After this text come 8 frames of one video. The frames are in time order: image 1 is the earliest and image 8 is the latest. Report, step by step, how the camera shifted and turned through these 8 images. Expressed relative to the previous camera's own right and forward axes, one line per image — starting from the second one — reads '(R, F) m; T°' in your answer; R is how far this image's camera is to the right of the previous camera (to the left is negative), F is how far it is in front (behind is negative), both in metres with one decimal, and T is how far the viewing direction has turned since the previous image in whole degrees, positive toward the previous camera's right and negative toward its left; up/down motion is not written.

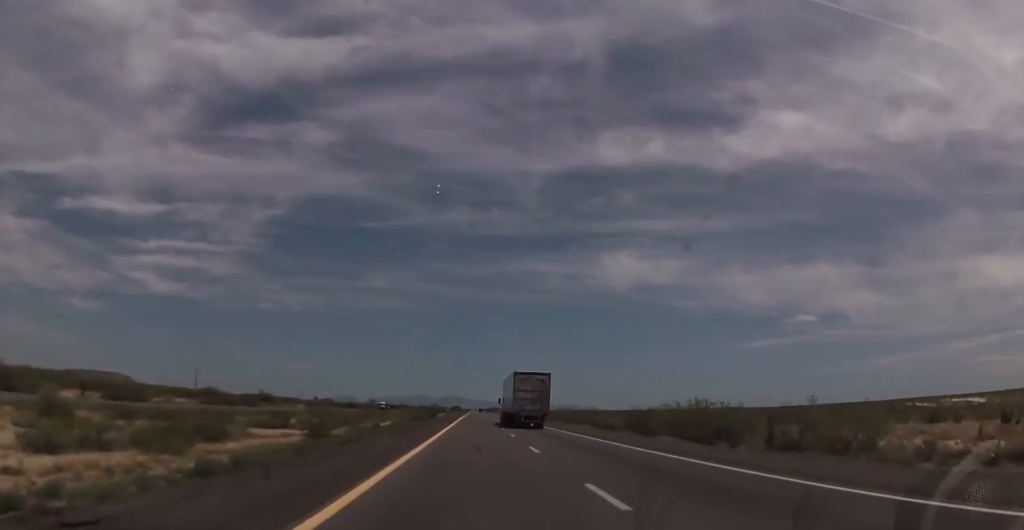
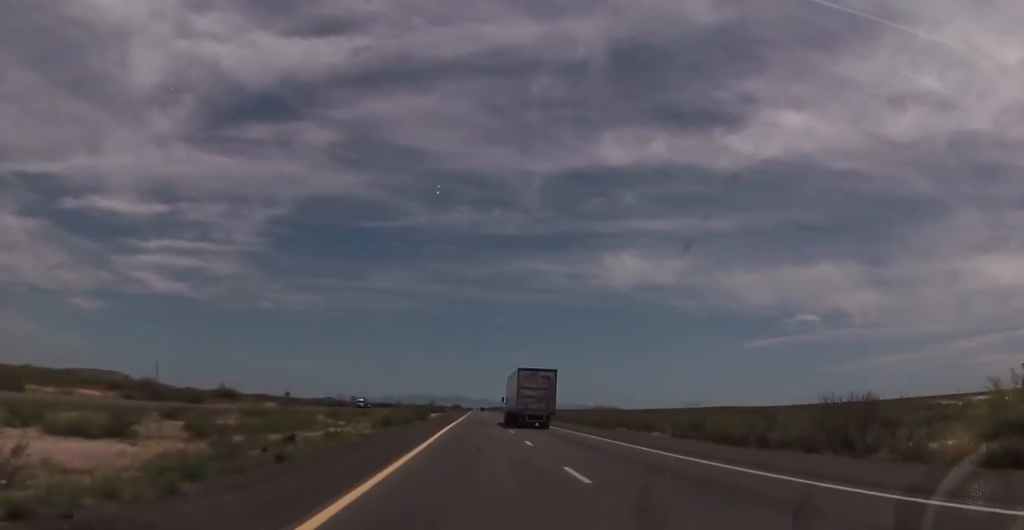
(-0.1, +33.4) m; 0°
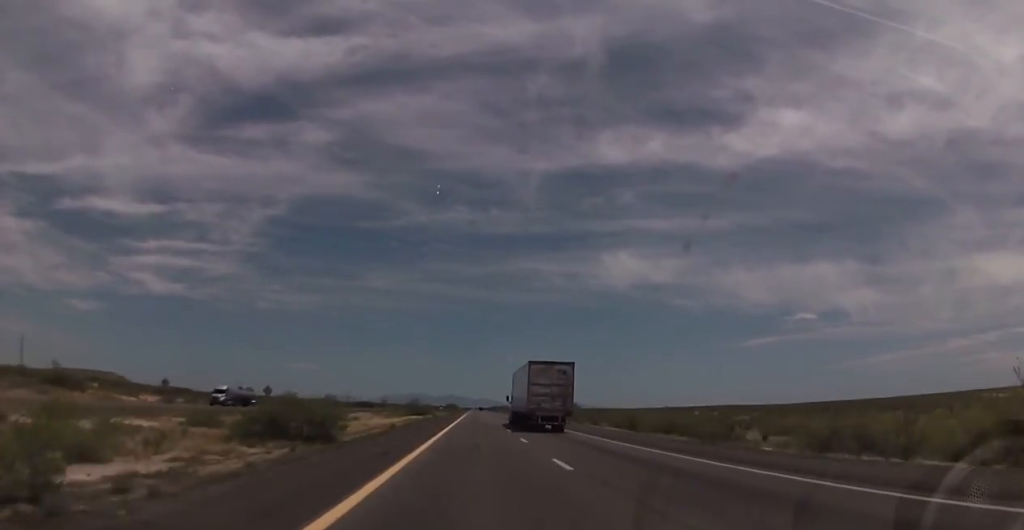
(+0.1, +71.0) m; 0°
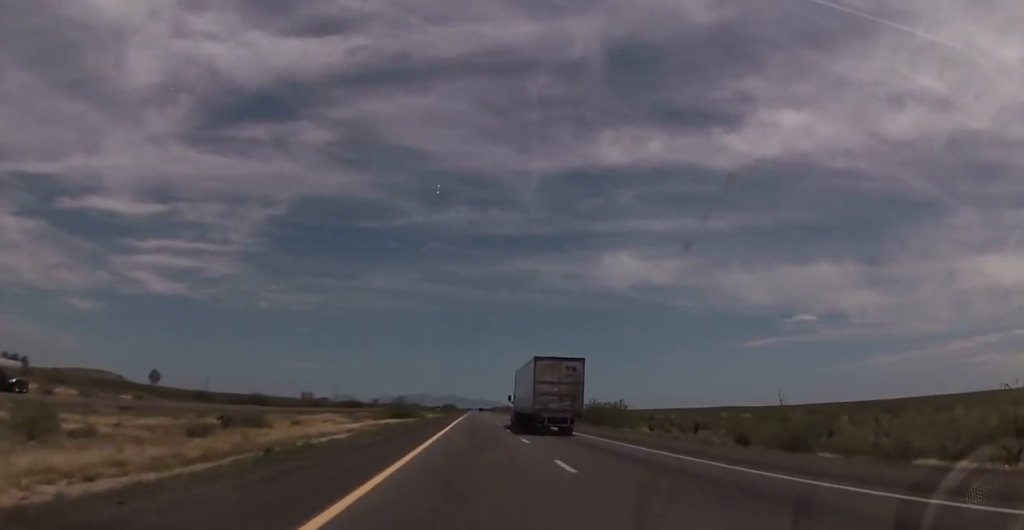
(+0.1, +37.4) m; 0°
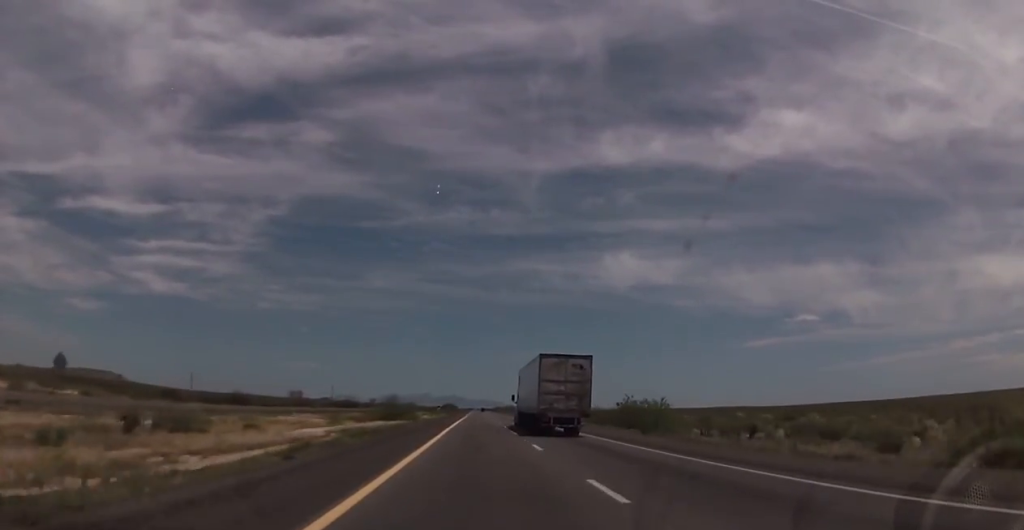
(+0.3, +16.9) m; 0°
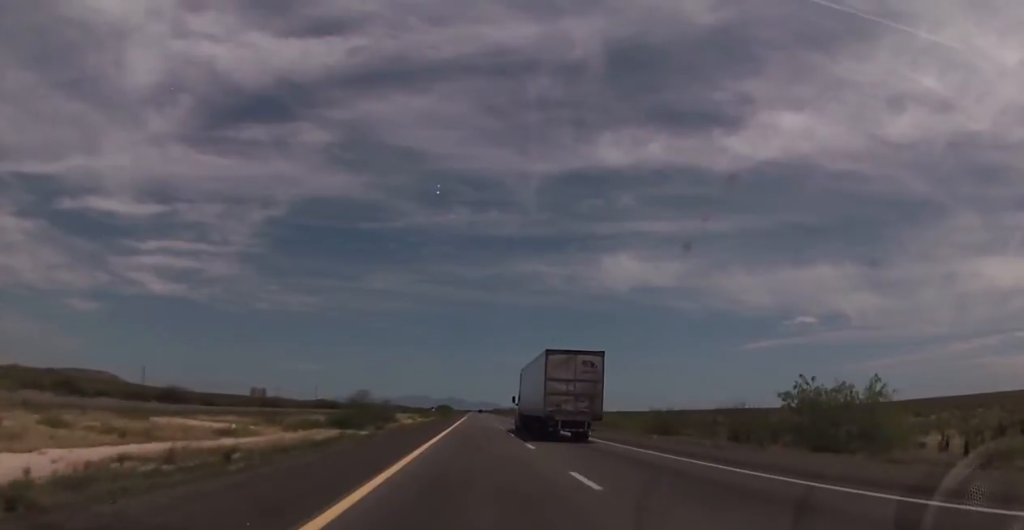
(-0.6, +35.0) m; 0°
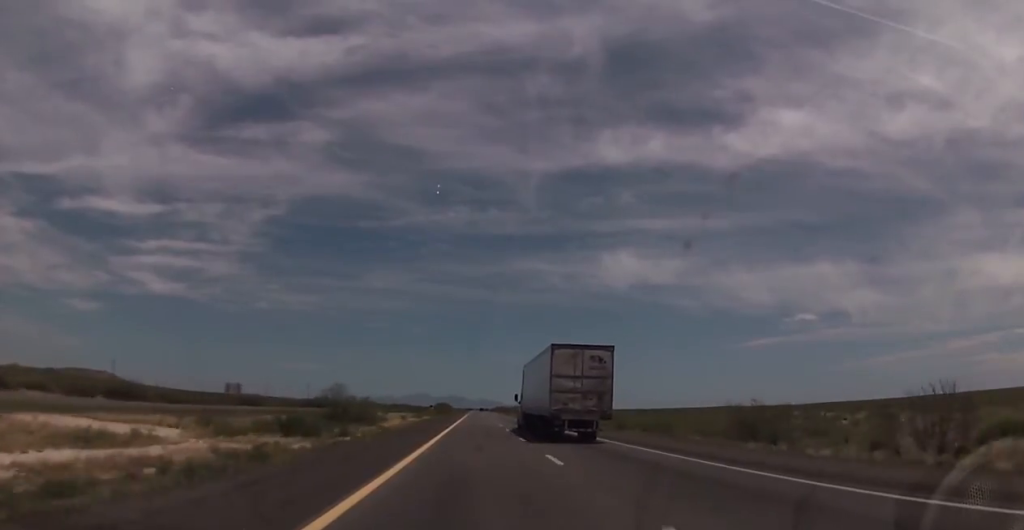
(+0.3, +19.3) m; 0°
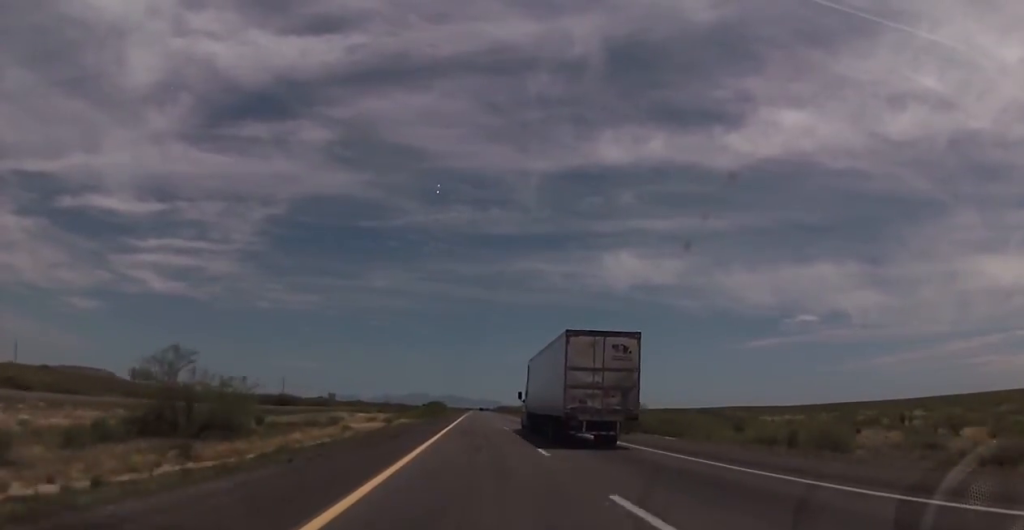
(-0.1, +45.9) m; 0°
